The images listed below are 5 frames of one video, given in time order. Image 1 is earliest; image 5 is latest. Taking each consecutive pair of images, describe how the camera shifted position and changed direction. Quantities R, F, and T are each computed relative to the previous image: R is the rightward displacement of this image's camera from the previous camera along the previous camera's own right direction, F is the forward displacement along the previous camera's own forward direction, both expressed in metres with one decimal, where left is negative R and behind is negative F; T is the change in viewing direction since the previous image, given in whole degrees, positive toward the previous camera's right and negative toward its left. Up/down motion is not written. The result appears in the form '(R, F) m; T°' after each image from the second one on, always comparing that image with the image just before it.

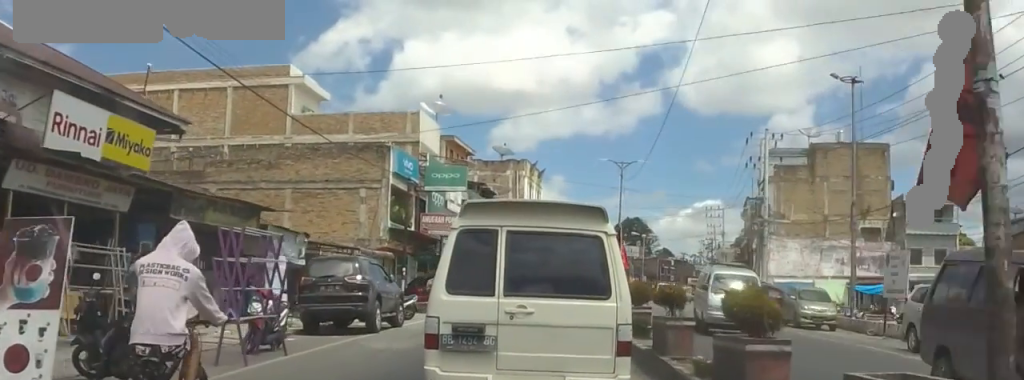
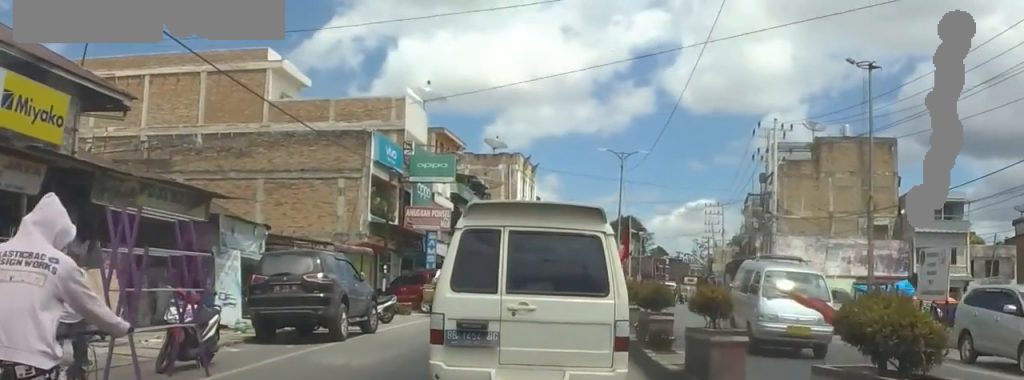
(+0.2, +5.8) m; -3°
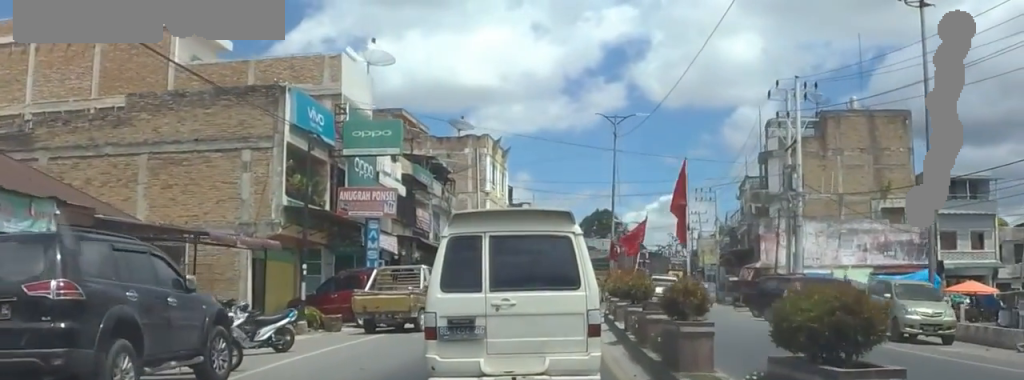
(-0.5, +16.0) m; -1°
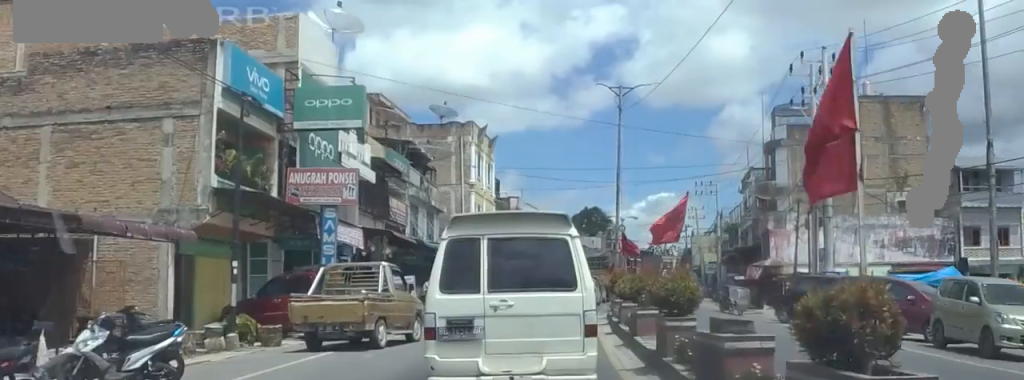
(0.0, +8.6) m; 0°
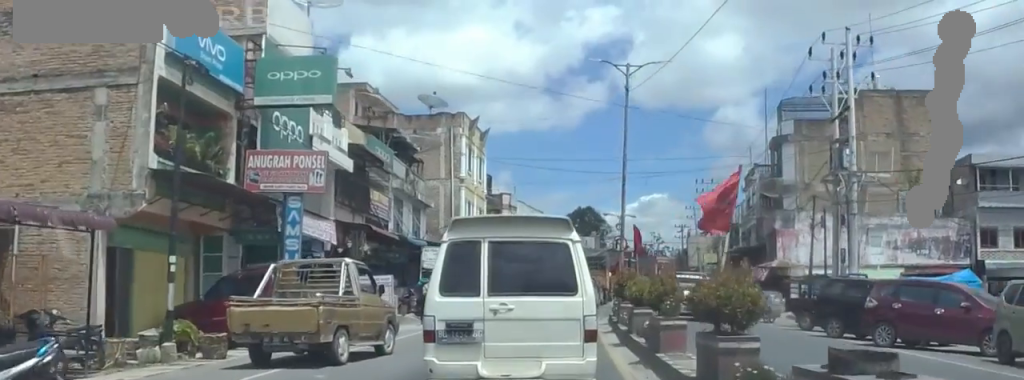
(-0.4, +5.4) m; 0°
